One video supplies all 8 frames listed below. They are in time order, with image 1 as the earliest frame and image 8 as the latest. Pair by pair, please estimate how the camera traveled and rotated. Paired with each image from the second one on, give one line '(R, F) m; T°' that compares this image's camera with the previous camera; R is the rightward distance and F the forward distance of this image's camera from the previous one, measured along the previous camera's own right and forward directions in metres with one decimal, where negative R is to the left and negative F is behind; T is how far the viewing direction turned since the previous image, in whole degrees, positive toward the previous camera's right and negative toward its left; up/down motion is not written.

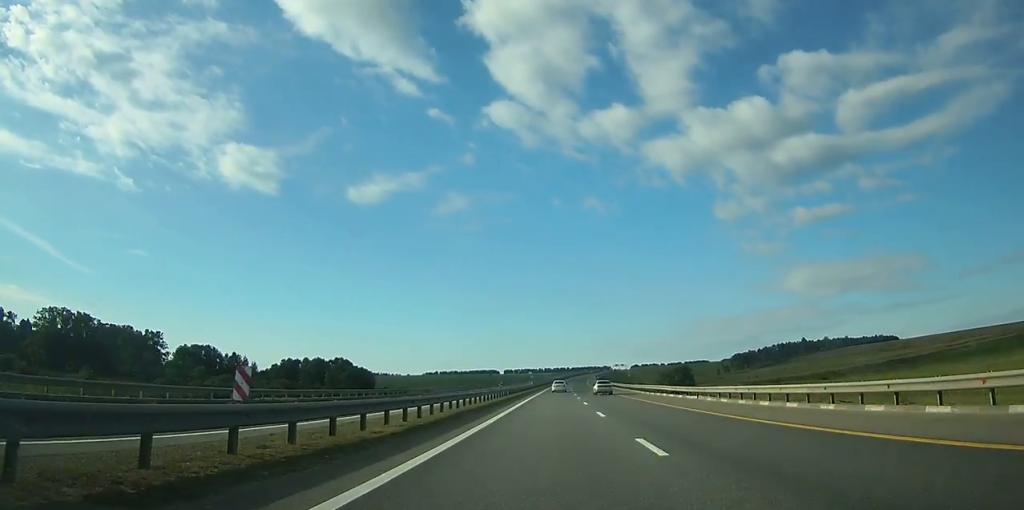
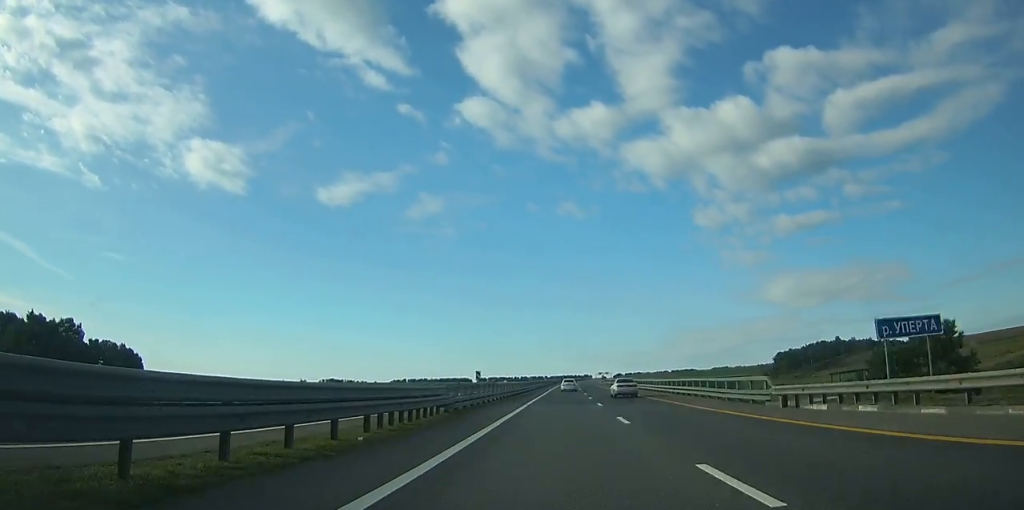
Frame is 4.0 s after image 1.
(+2.3, +132.3) m; +3°
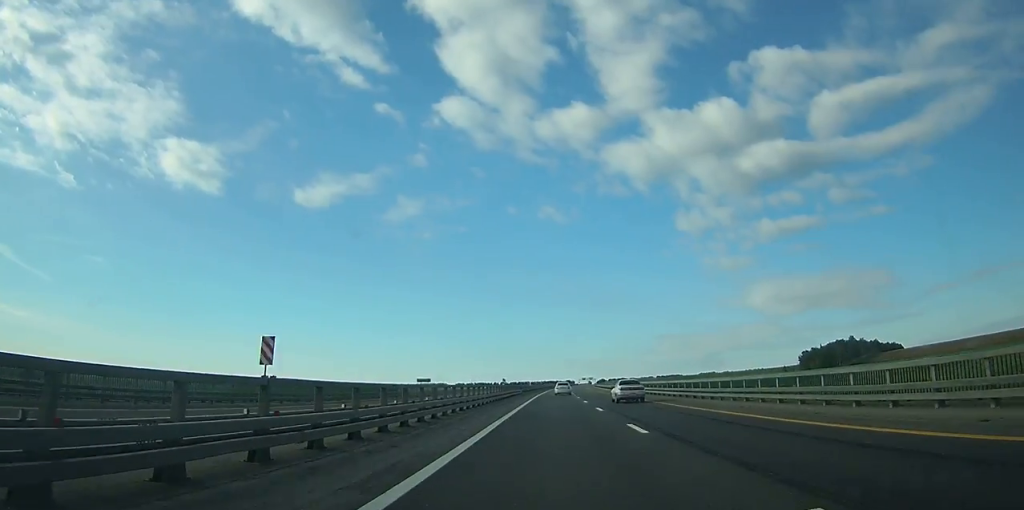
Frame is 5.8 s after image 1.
(+1.4, +63.4) m; +1°
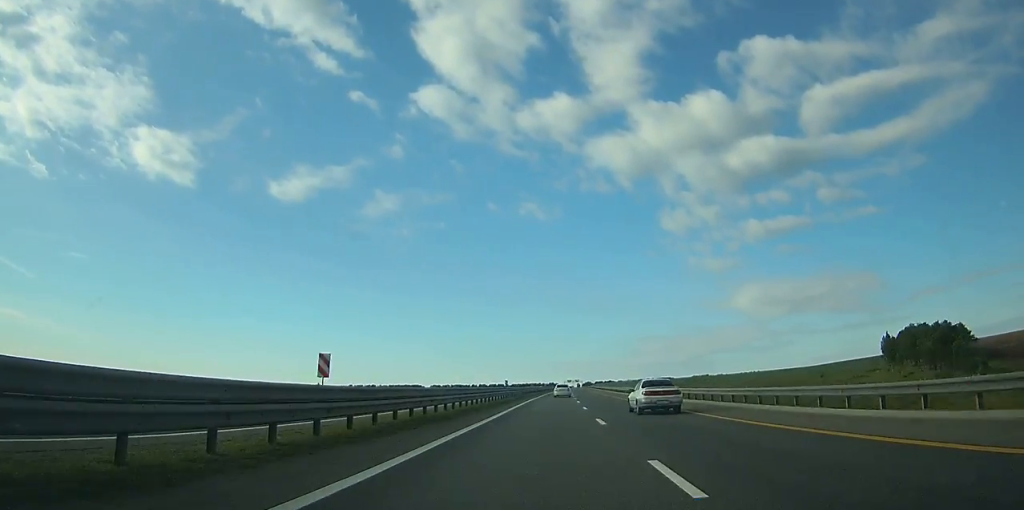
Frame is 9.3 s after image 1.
(+2.0, +120.8) m; +2°
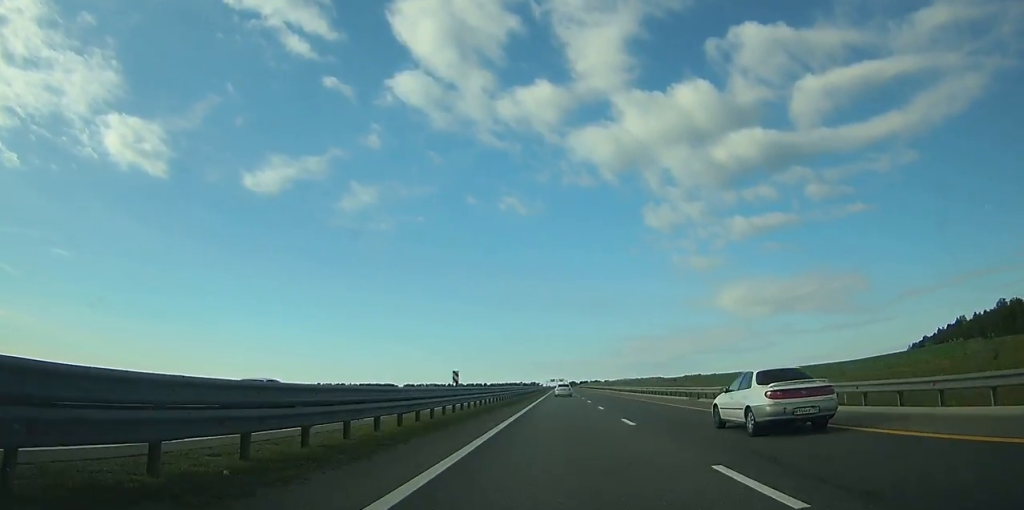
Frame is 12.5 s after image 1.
(+1.4, +112.4) m; +1°
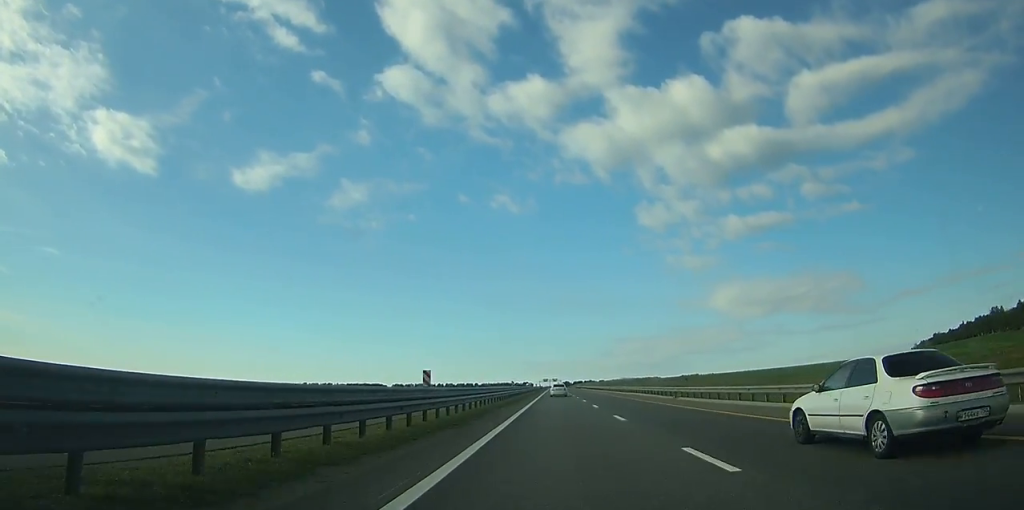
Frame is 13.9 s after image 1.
(+0.1, +45.4) m; 0°
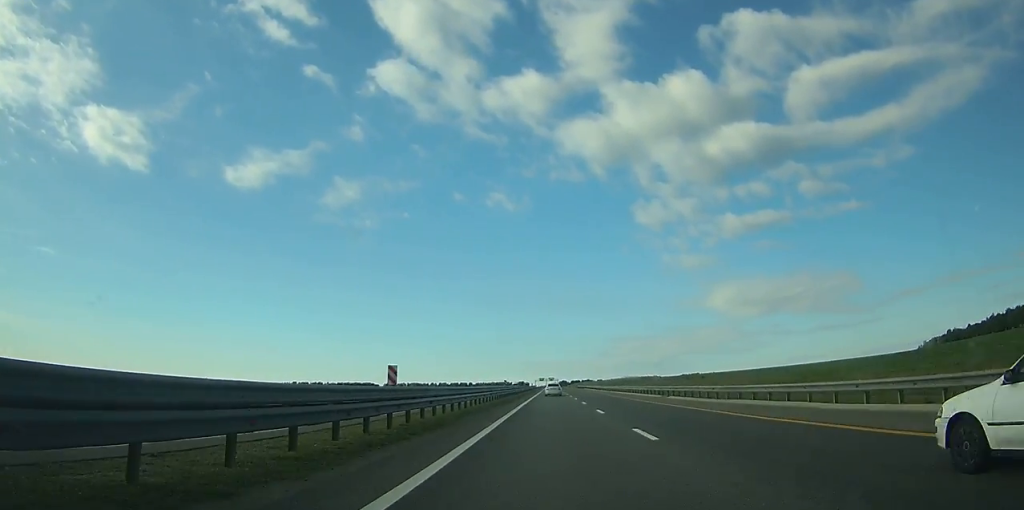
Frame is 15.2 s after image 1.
(+0.3, +43.8) m; 0°
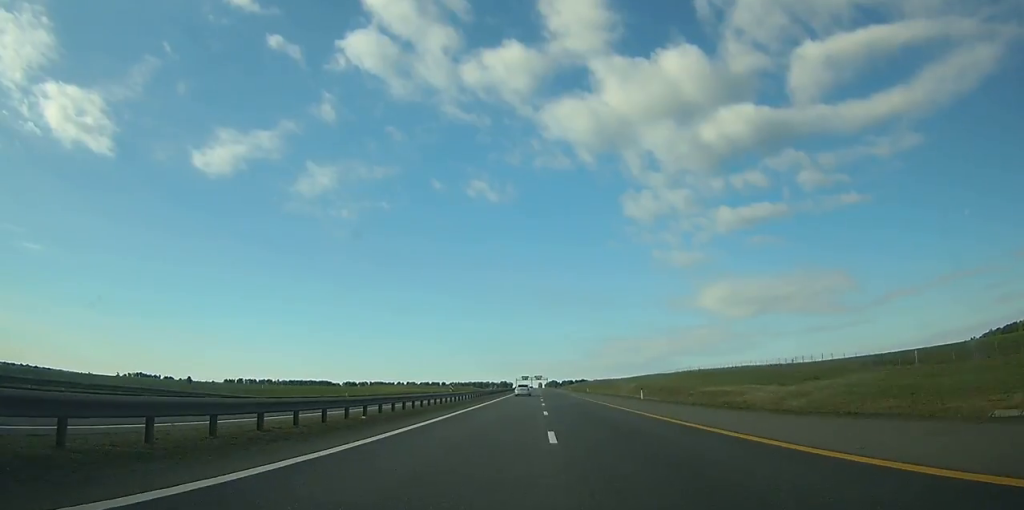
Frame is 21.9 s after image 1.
(+1.6, +214.2) m; +1°
